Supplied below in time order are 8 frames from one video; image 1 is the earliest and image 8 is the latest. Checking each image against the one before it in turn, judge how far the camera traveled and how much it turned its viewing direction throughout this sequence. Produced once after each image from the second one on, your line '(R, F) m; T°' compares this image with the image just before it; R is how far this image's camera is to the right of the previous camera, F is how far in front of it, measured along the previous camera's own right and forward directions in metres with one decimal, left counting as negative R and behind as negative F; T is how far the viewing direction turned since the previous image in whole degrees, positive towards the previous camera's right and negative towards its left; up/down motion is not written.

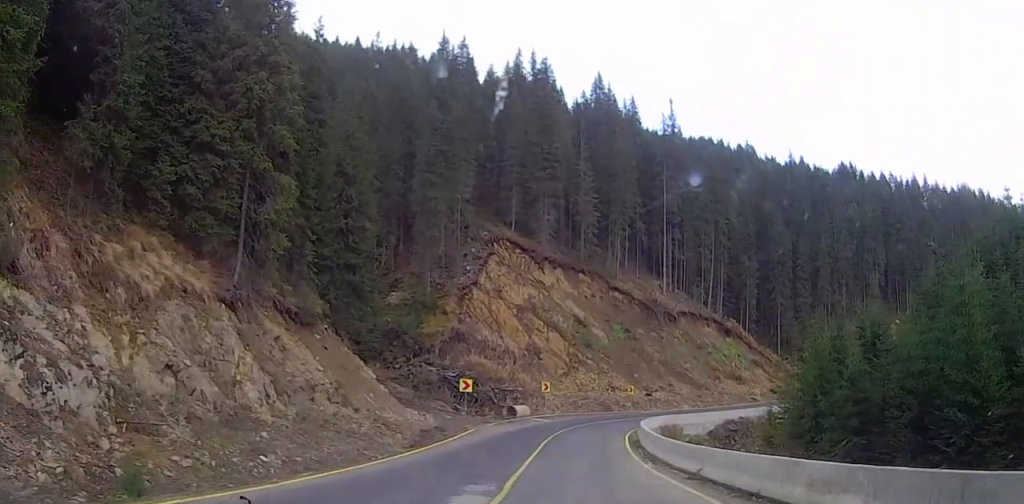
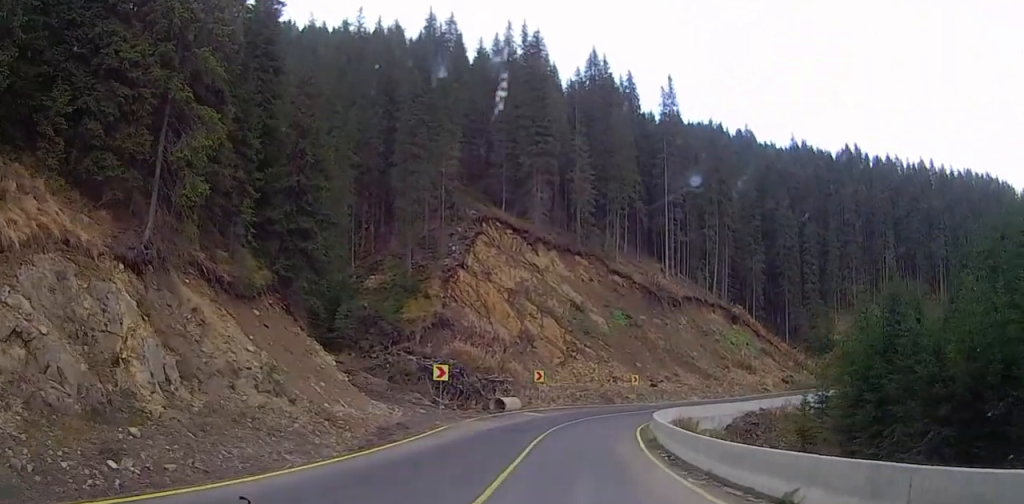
(+0.3, +8.2) m; +2°
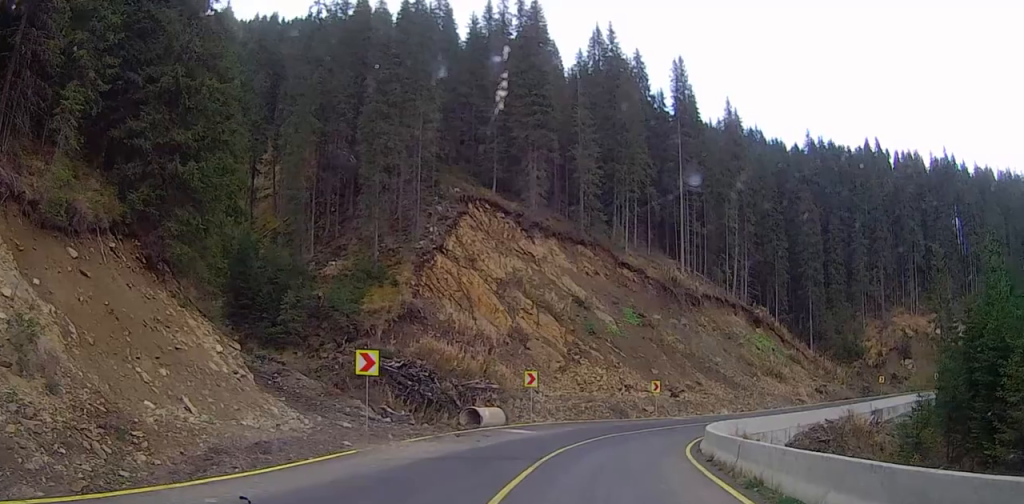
(0.0, +16.7) m; 0°
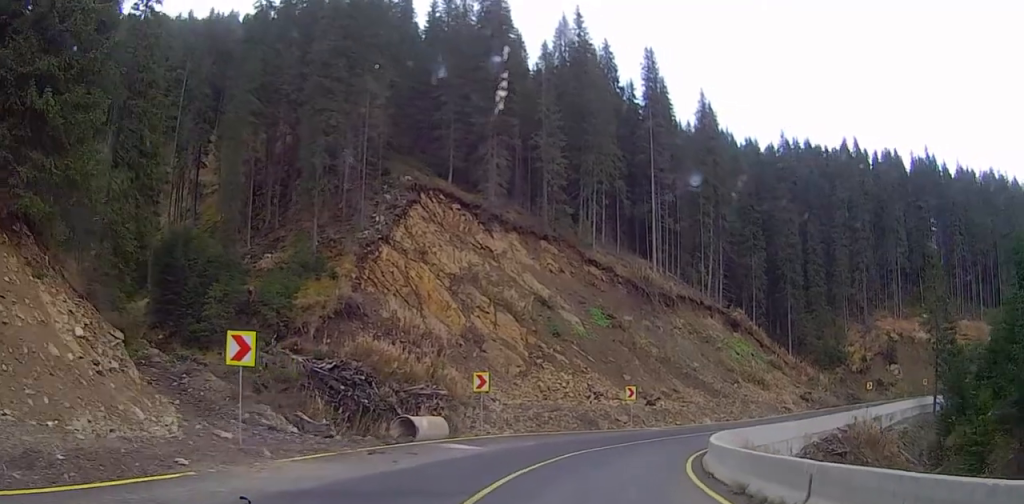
(0.0, +7.7) m; 0°
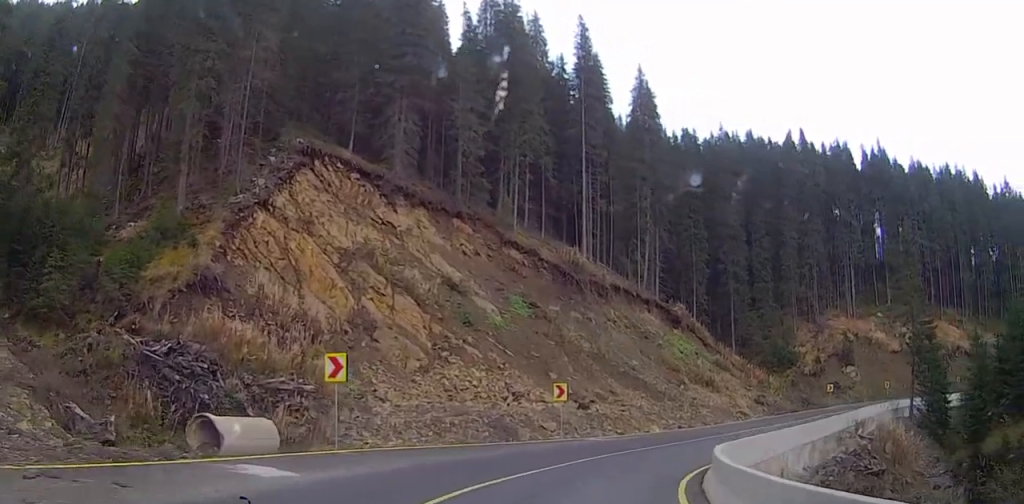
(0.0, +10.8) m; +5°
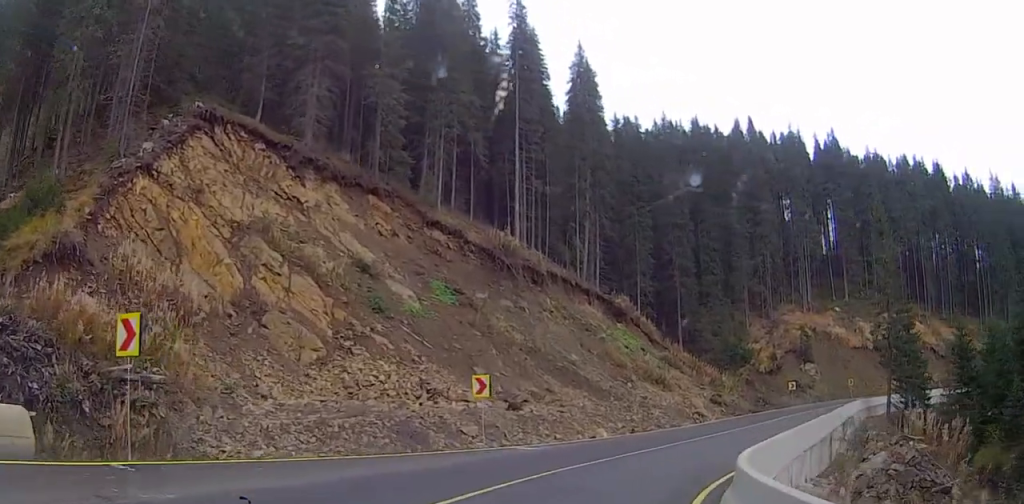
(+0.5, +7.8) m; +8°
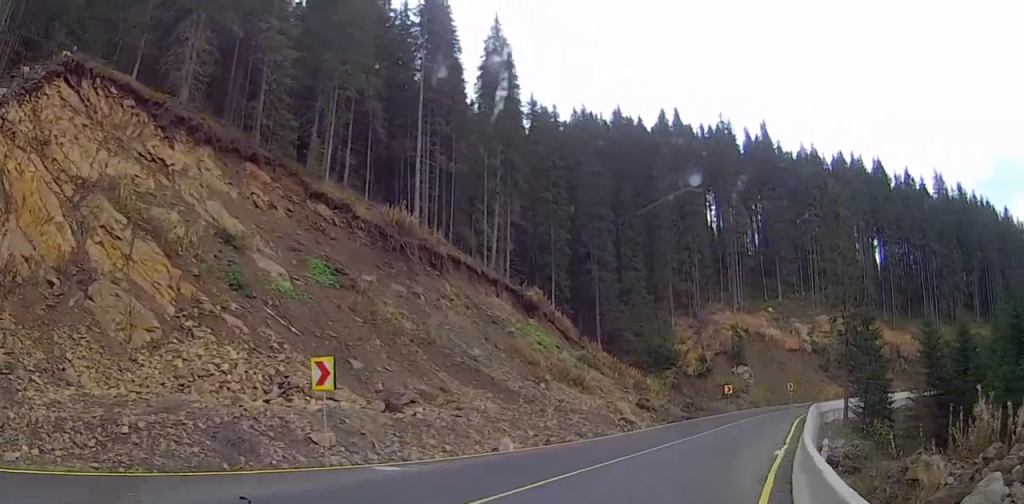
(+0.9, +8.8) m; +7°
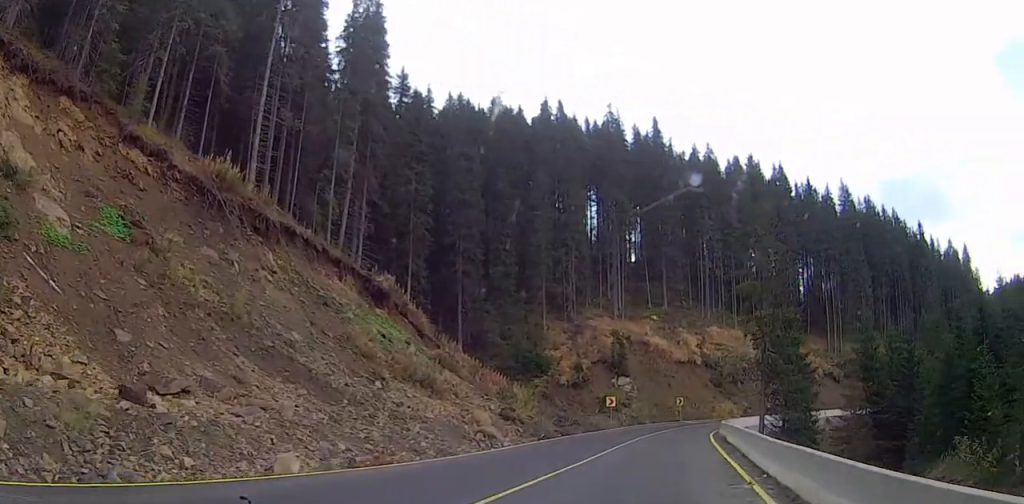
(+0.2, +10.9) m; +6°
